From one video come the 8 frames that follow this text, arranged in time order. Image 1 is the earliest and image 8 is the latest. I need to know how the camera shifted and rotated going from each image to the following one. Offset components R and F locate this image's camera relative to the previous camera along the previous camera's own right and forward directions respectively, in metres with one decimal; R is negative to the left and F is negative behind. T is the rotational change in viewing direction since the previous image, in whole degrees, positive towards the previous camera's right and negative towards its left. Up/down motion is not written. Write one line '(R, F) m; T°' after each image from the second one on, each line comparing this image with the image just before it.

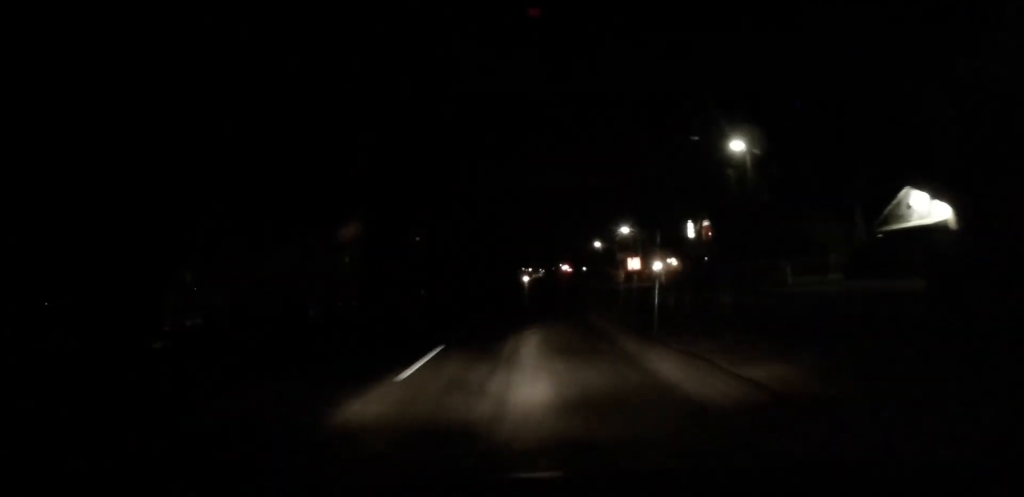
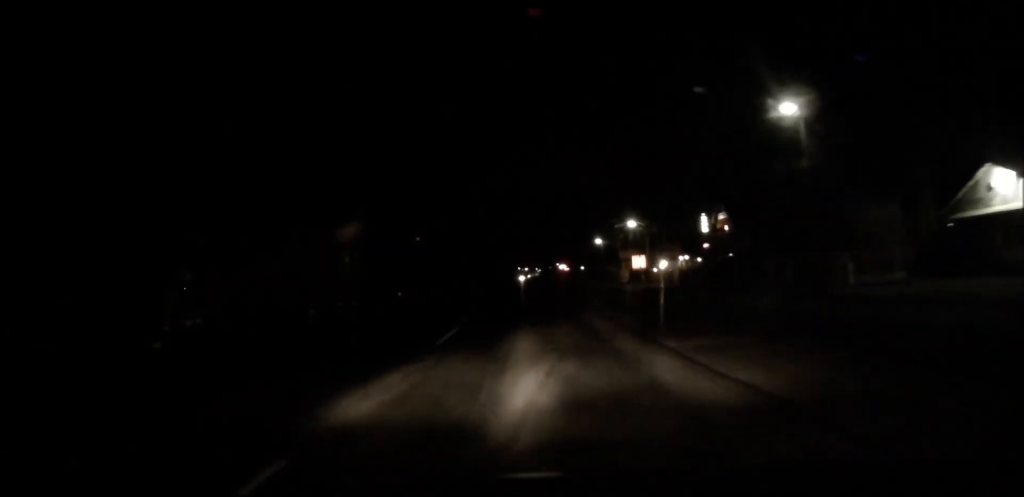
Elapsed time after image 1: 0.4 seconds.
(0.0, +8.1) m; 0°
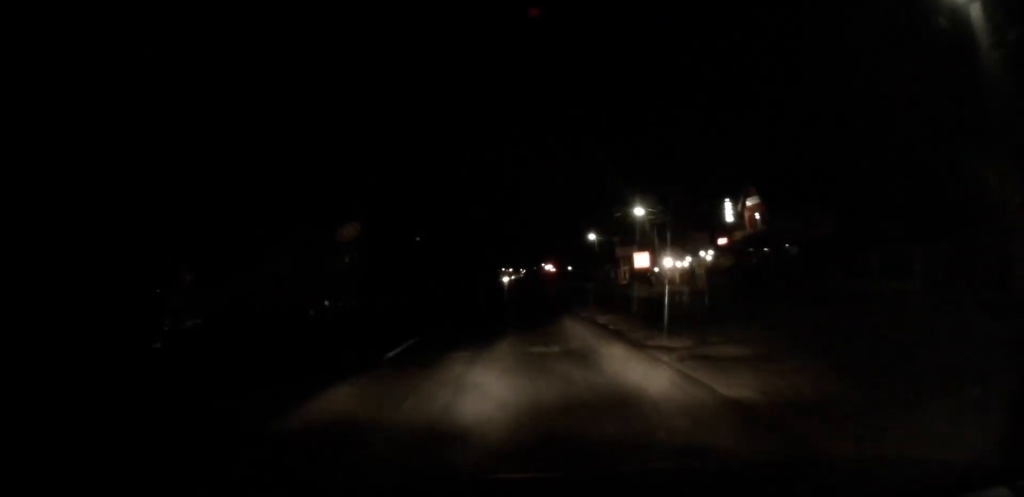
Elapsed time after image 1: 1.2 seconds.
(+0.2, +14.6) m; -1°
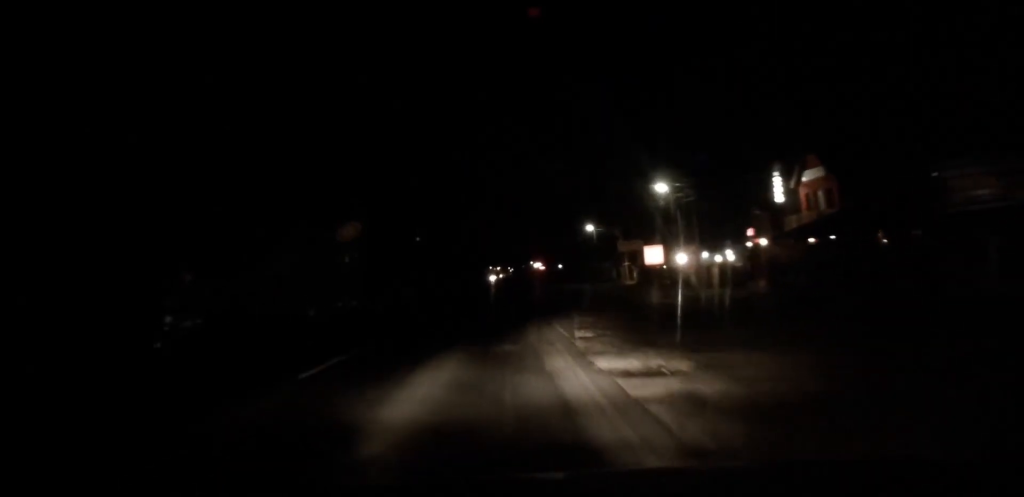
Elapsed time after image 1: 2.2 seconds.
(-0.4, +16.3) m; 0°
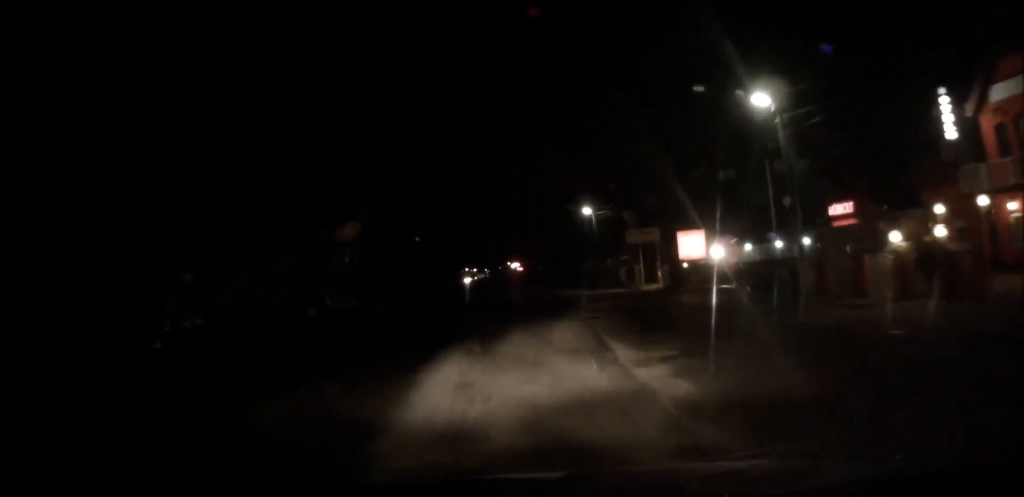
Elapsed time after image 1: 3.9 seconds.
(+1.5, +25.6) m; +4°
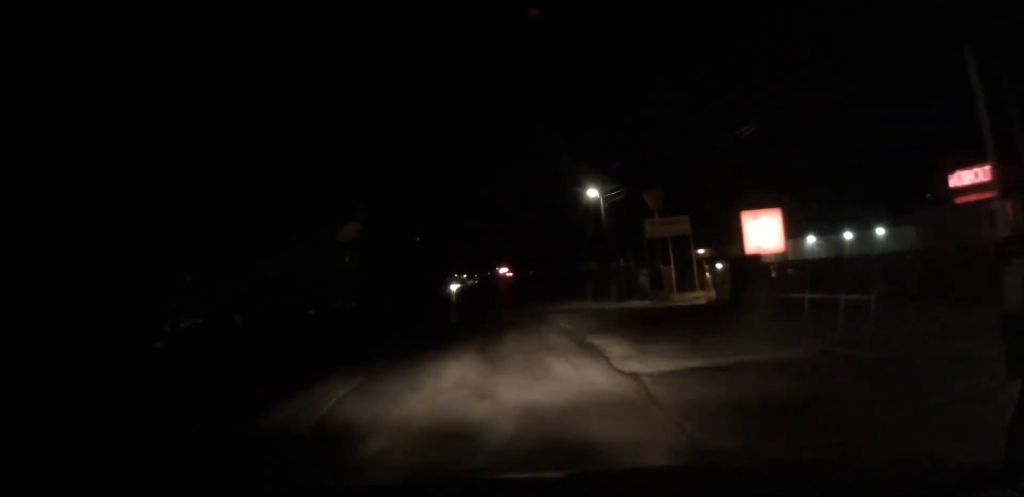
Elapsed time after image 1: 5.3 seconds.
(-0.2, +18.2) m; +1°
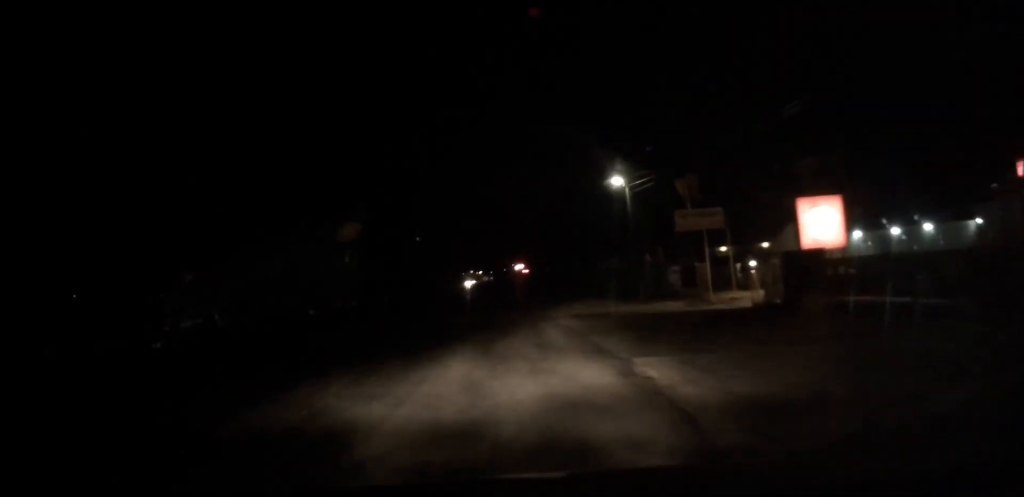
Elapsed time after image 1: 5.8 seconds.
(+0.3, +4.8) m; +1°
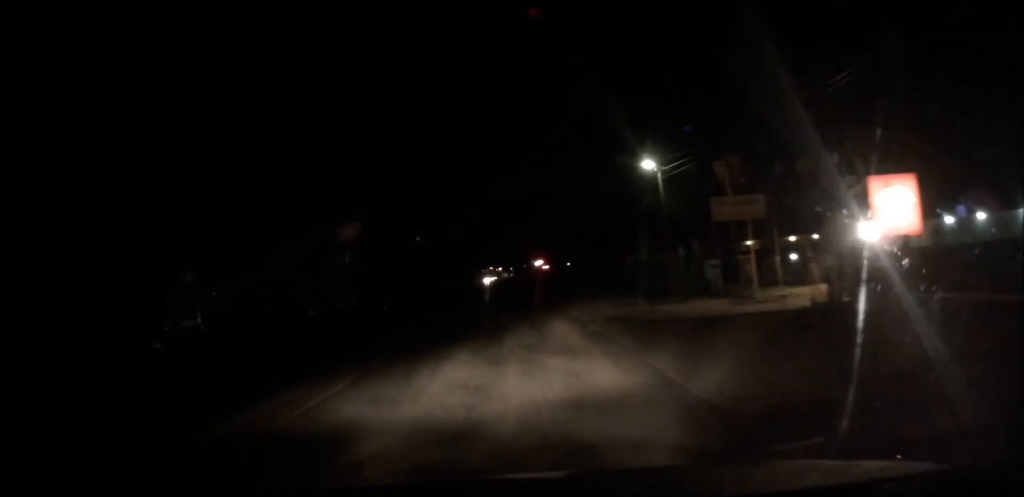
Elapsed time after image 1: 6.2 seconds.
(+0.2, +4.8) m; +1°
